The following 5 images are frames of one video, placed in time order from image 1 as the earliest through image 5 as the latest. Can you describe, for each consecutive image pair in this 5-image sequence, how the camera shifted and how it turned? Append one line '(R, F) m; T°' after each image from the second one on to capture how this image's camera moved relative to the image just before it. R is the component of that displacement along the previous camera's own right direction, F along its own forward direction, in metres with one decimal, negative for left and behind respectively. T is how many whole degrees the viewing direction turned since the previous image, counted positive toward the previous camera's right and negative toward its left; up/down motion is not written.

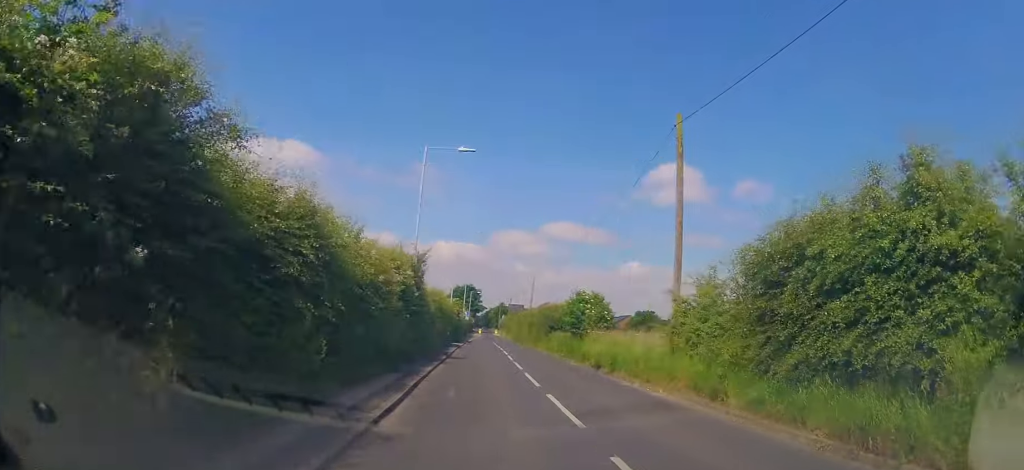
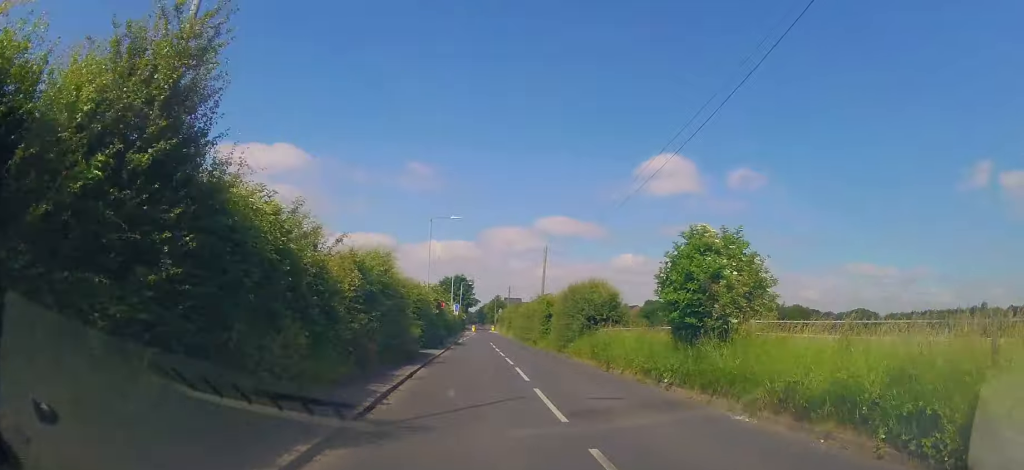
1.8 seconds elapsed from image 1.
(-0.8, +17.7) m; -3°
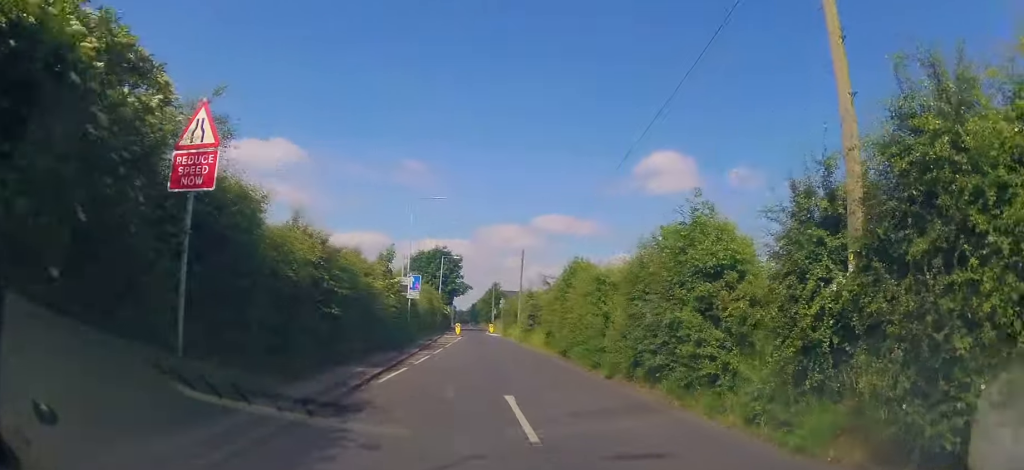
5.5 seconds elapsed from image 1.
(+0.8, +38.2) m; +5°
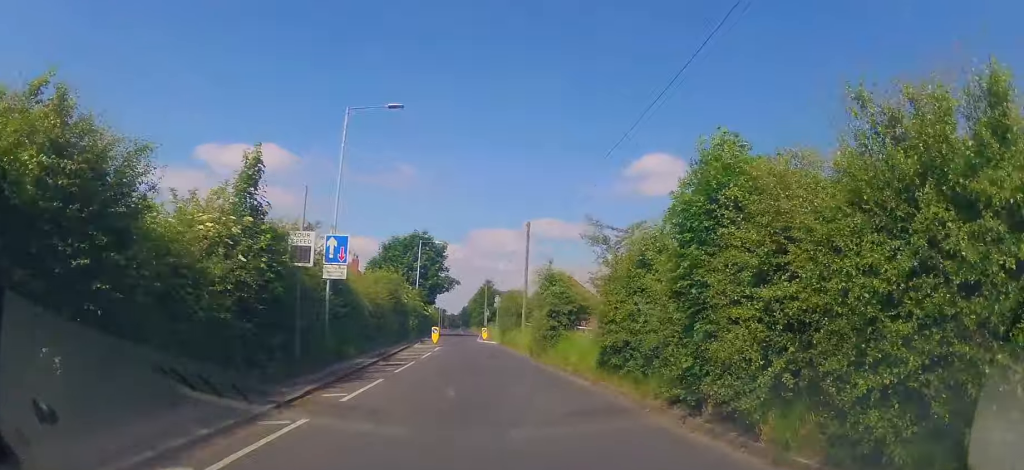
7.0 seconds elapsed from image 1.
(+0.7, +15.0) m; +5°
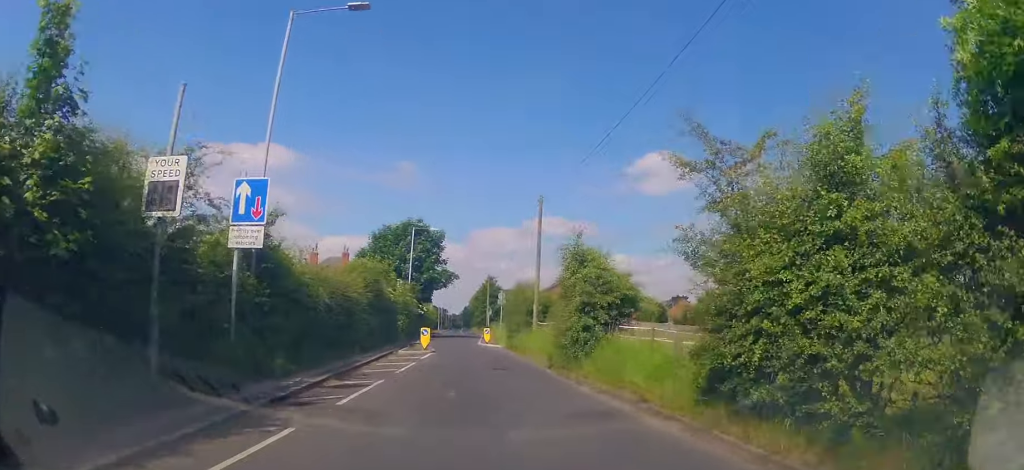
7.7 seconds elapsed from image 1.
(0.0, +6.4) m; -2°
